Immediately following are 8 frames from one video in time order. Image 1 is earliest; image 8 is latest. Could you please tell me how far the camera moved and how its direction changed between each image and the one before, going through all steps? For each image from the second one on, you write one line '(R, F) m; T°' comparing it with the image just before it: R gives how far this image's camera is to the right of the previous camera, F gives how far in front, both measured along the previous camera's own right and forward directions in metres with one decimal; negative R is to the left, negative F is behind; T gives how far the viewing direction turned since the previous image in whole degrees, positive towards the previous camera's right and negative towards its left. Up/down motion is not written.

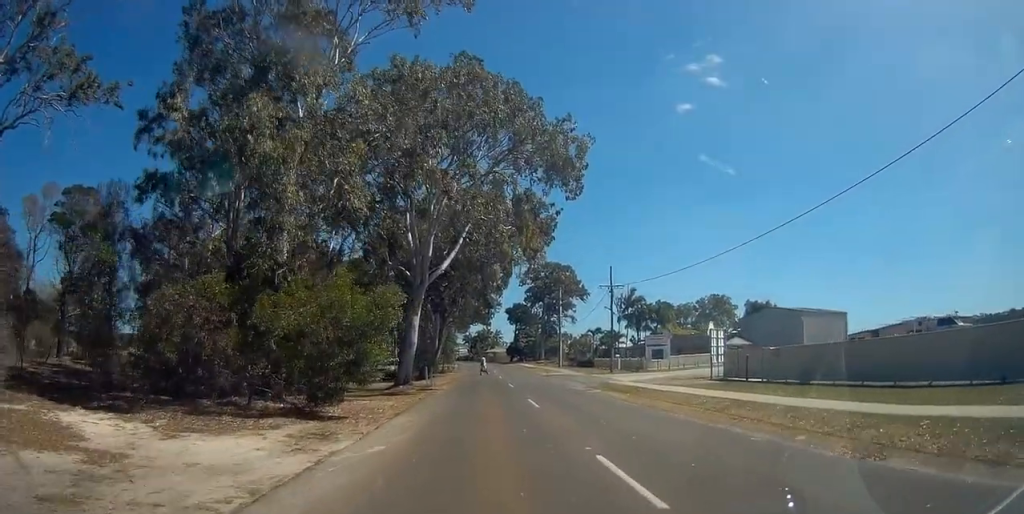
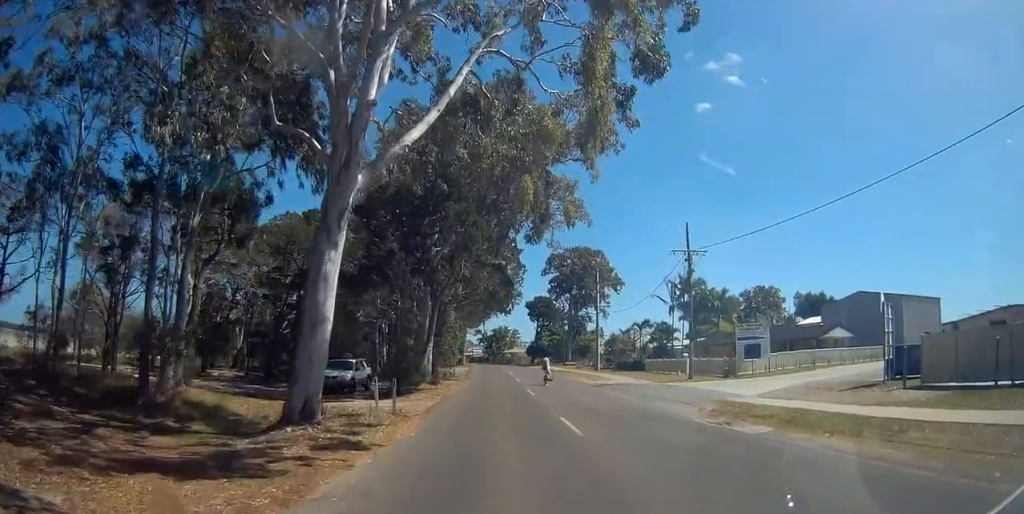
(-0.9, +18.7) m; -3°
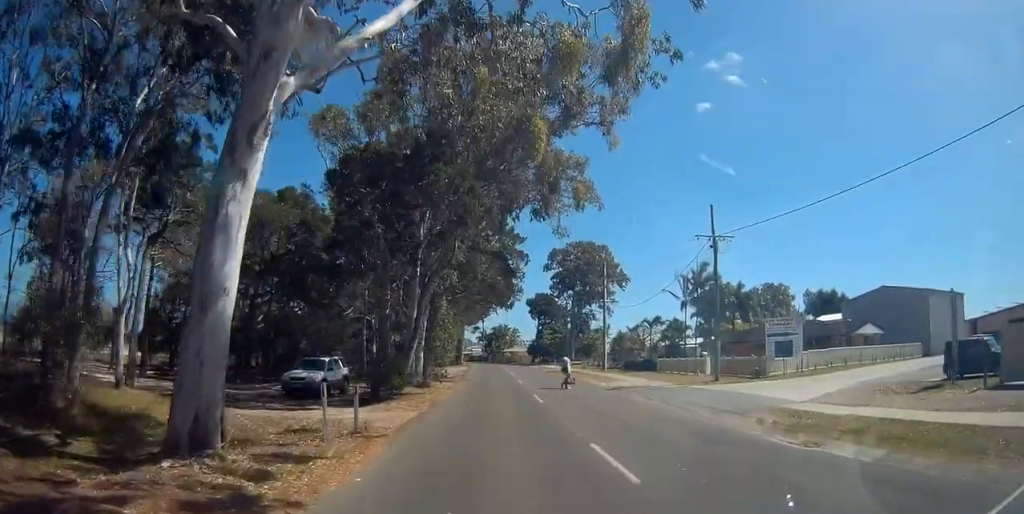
(0.0, +4.8) m; 0°
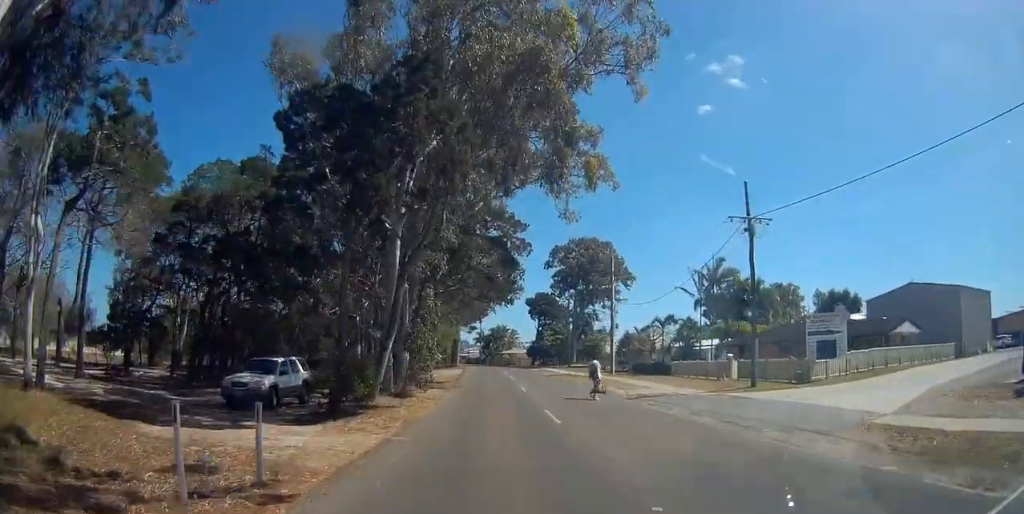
(-0.1, +5.3) m; 0°
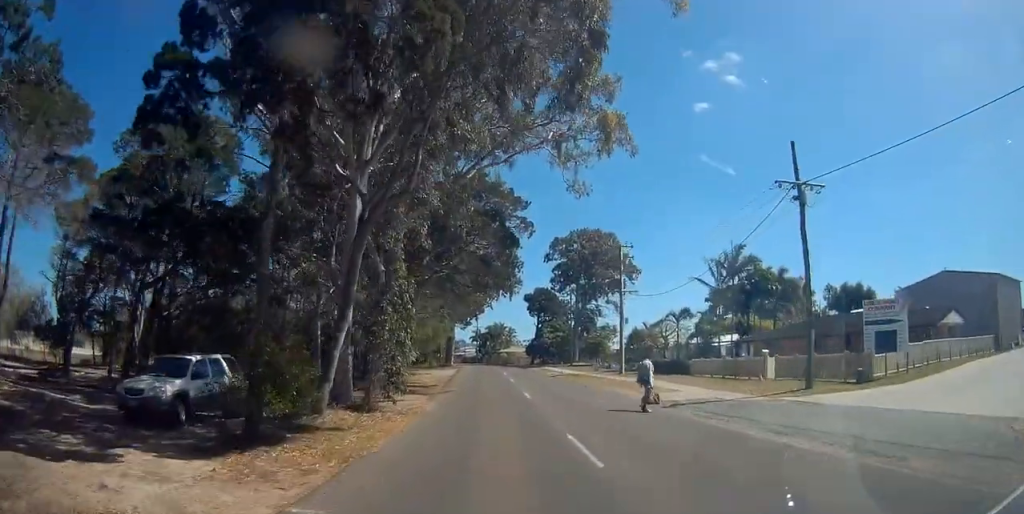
(0.0, +5.7) m; +1°
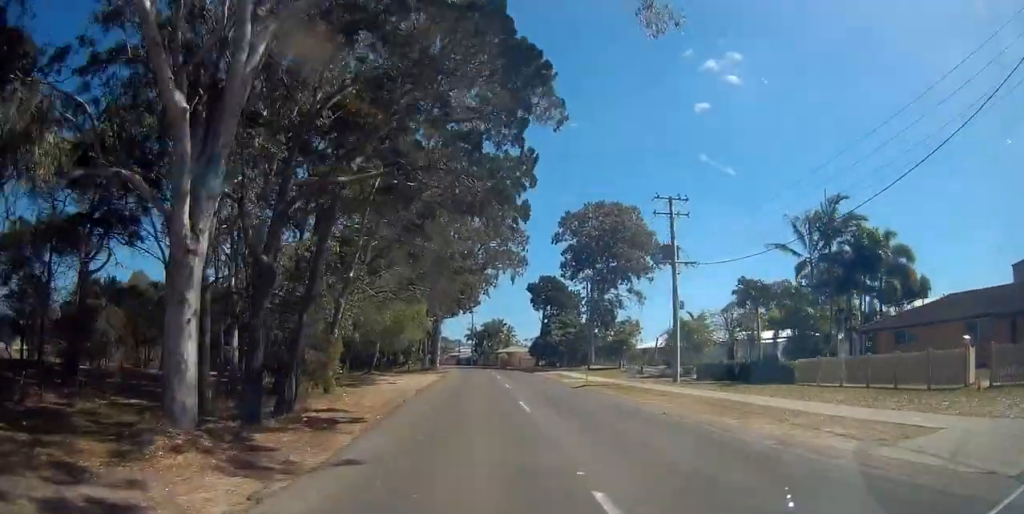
(+0.7, +16.7) m; +1°
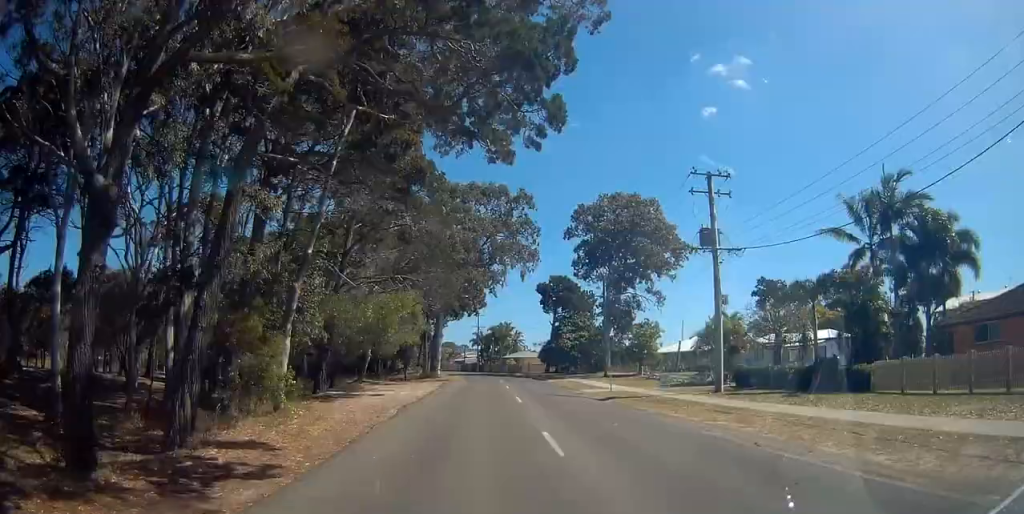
(-0.3, +6.2) m; -1°
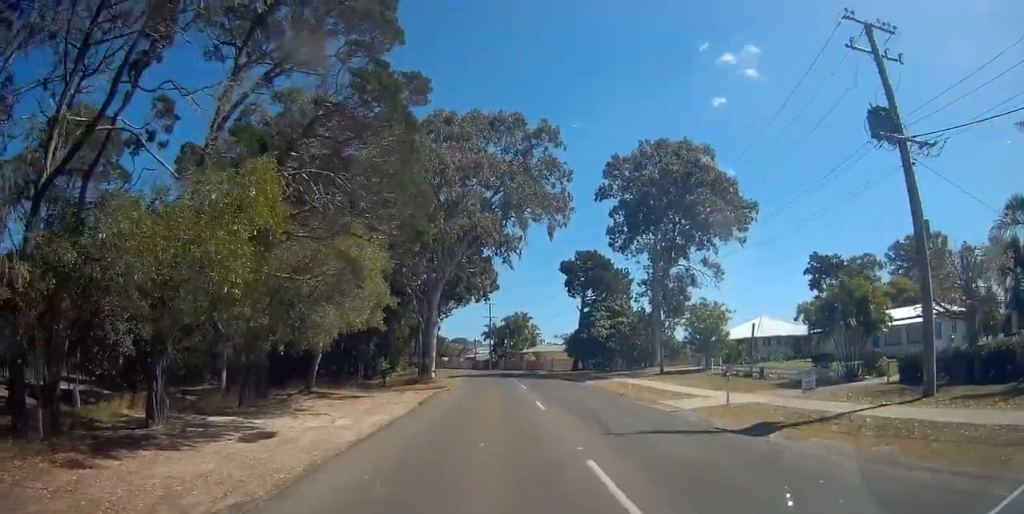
(-0.1, +15.7) m; -1°
